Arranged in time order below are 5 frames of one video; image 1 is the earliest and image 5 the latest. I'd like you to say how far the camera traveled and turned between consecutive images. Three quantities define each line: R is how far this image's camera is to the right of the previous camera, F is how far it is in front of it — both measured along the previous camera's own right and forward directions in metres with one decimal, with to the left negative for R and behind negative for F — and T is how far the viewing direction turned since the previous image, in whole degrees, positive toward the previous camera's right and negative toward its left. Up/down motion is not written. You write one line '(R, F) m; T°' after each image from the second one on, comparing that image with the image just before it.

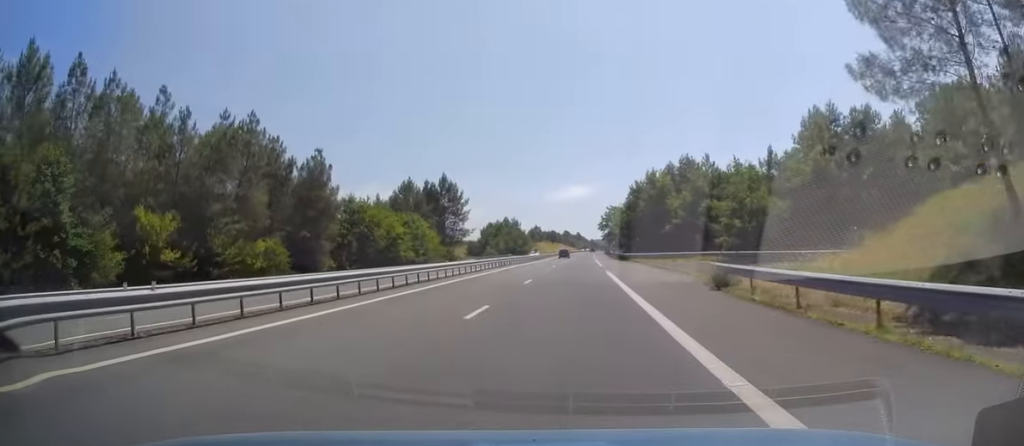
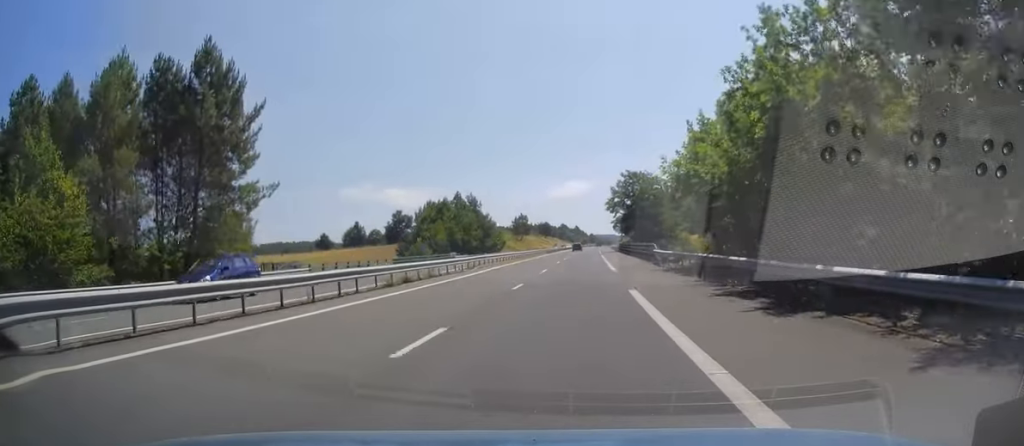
(-0.1, +69.7) m; 0°
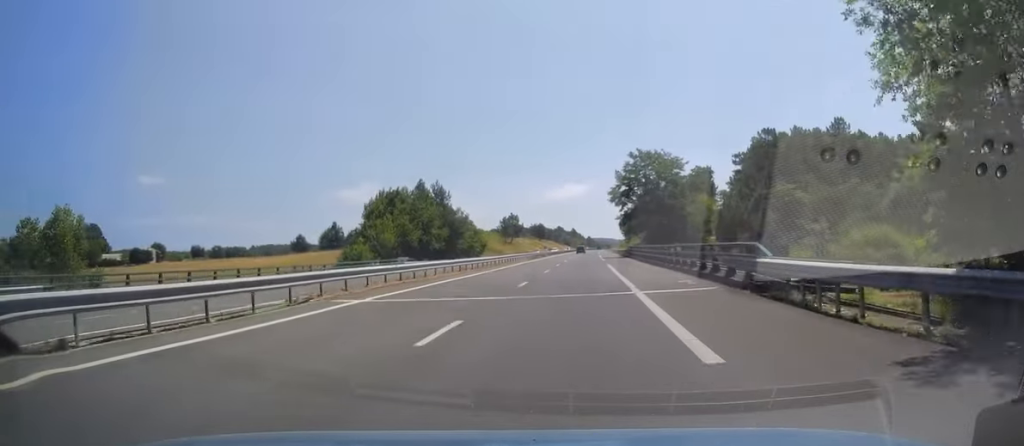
(0.0, +25.0) m; 0°
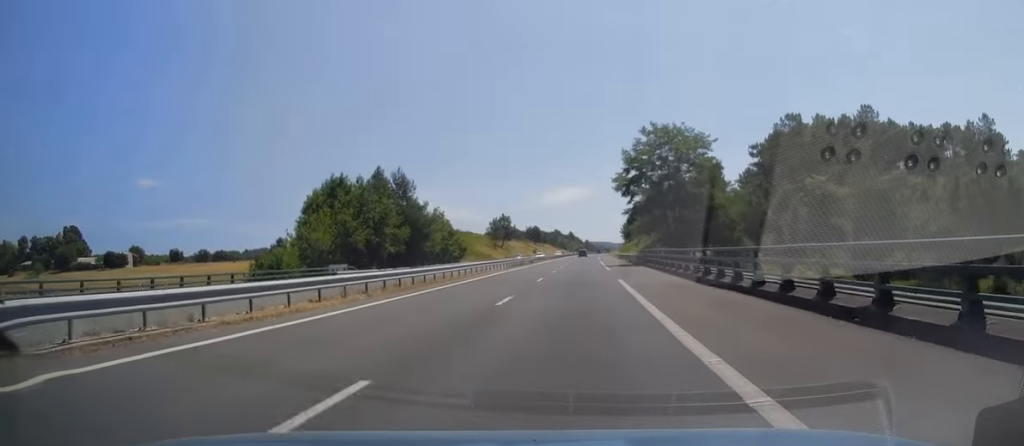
(0.0, +18.1) m; 0°
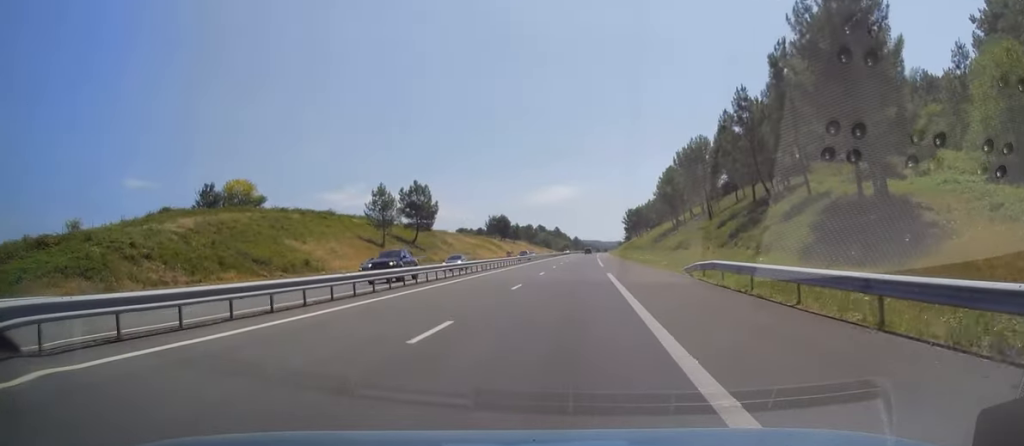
(+1.5, +98.1) m; +2°
